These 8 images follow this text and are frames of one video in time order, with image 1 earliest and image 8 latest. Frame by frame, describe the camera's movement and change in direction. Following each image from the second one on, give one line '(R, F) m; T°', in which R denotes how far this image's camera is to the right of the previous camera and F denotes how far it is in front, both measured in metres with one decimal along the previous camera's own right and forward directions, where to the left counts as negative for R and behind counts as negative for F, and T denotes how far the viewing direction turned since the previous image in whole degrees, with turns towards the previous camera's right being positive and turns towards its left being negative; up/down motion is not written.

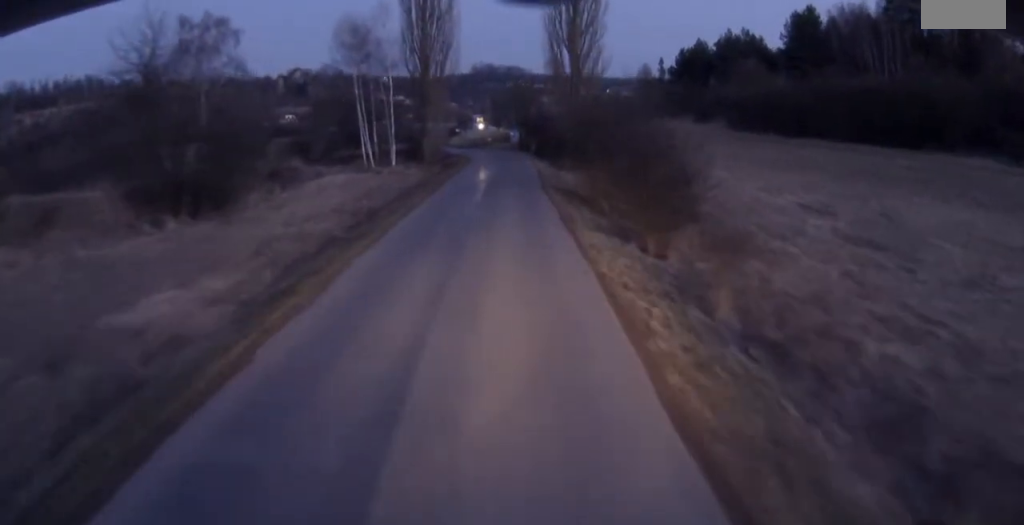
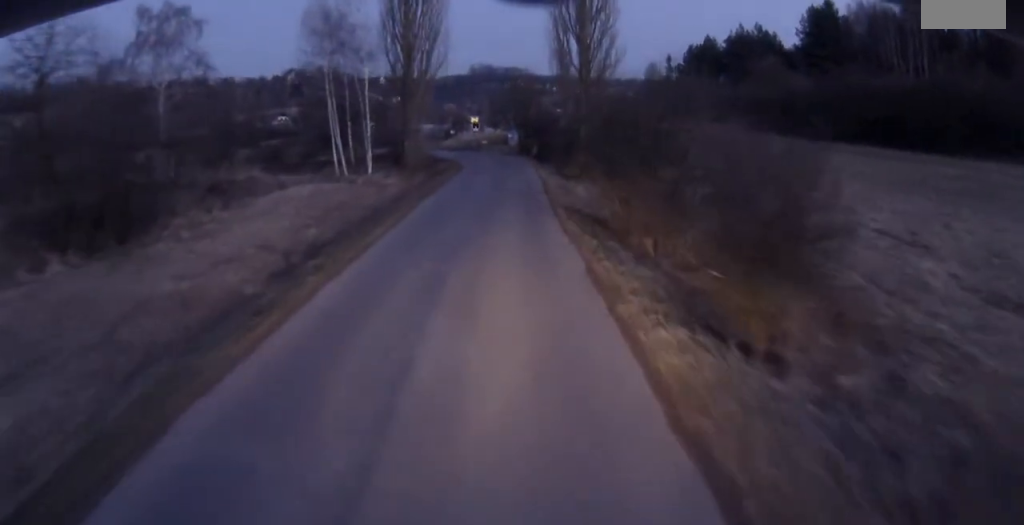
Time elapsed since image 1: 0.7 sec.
(0.0, +9.1) m; 0°
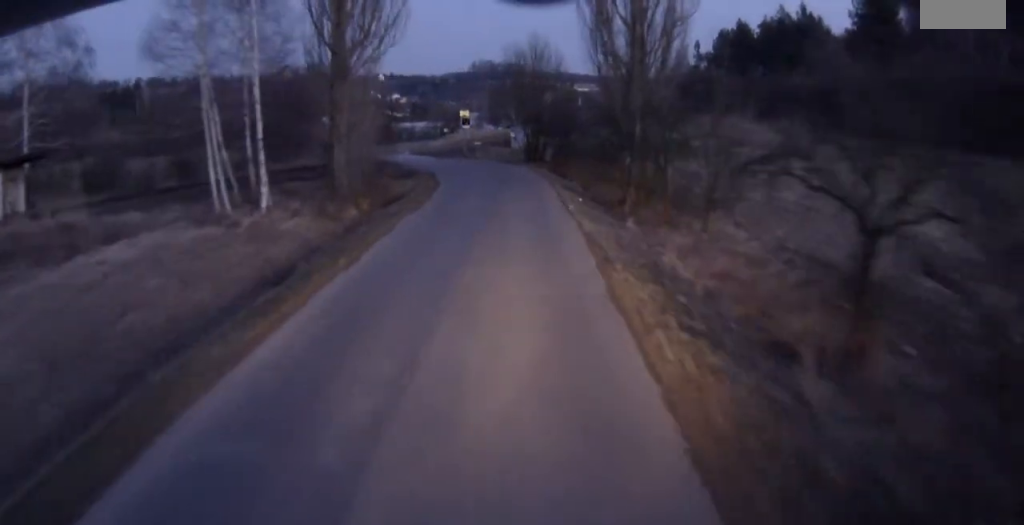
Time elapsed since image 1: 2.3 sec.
(-0.3, +21.2) m; -1°
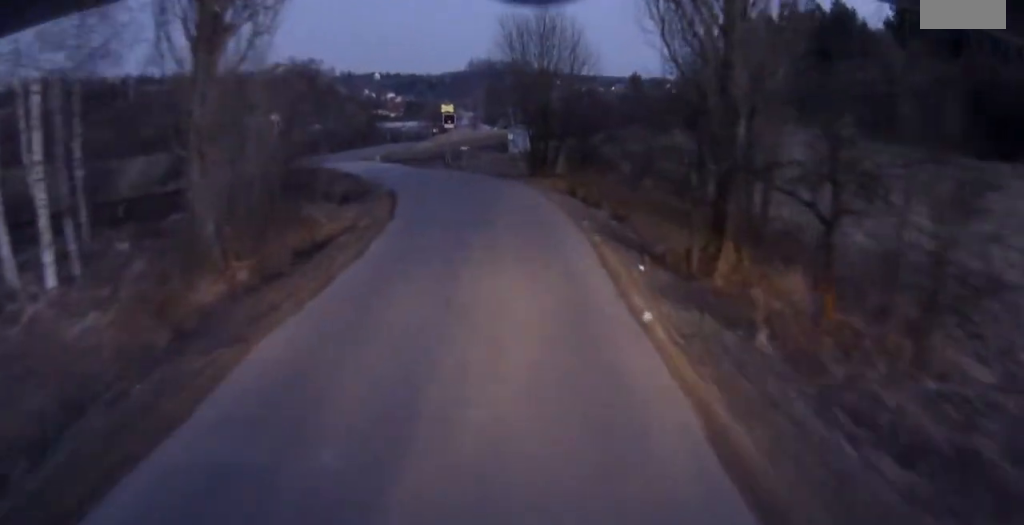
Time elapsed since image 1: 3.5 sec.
(+0.1, +13.6) m; 0°
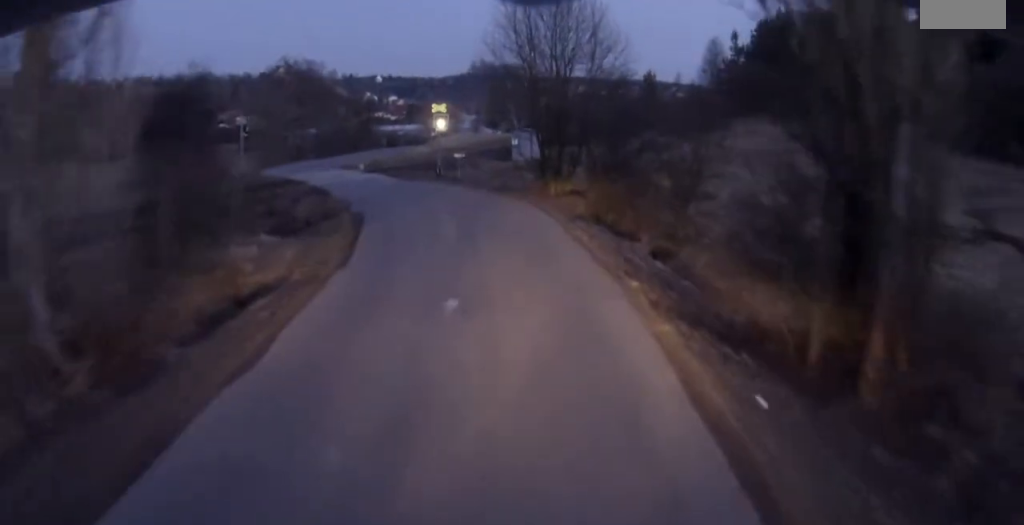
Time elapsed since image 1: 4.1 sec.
(0.0, +7.2) m; -2°
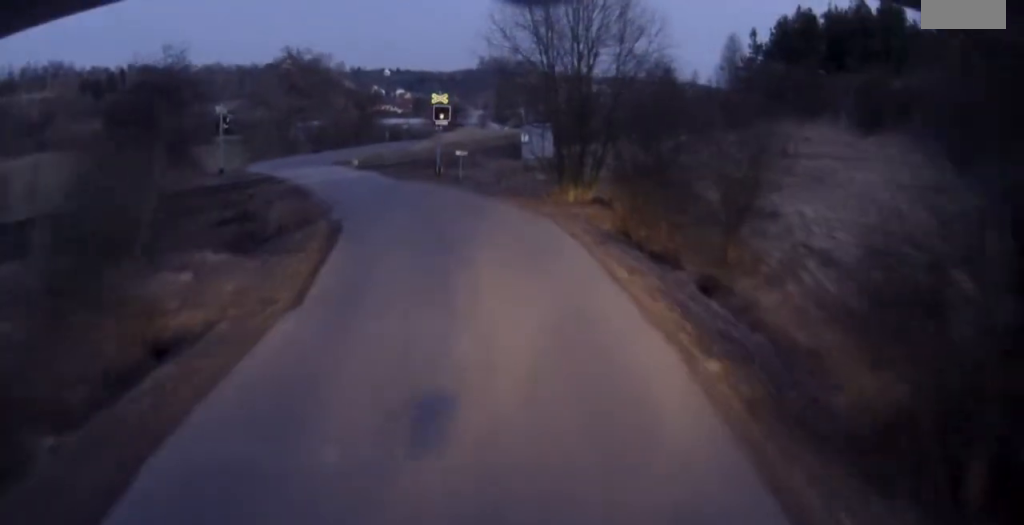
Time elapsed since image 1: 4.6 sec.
(-0.1, +4.7) m; -3°
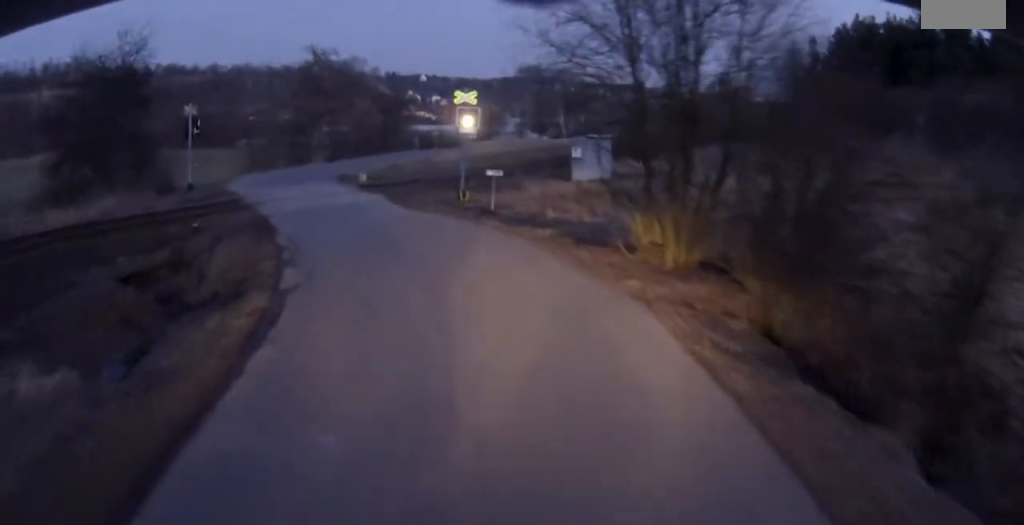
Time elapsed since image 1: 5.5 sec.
(-0.4, +8.3) m; -7°
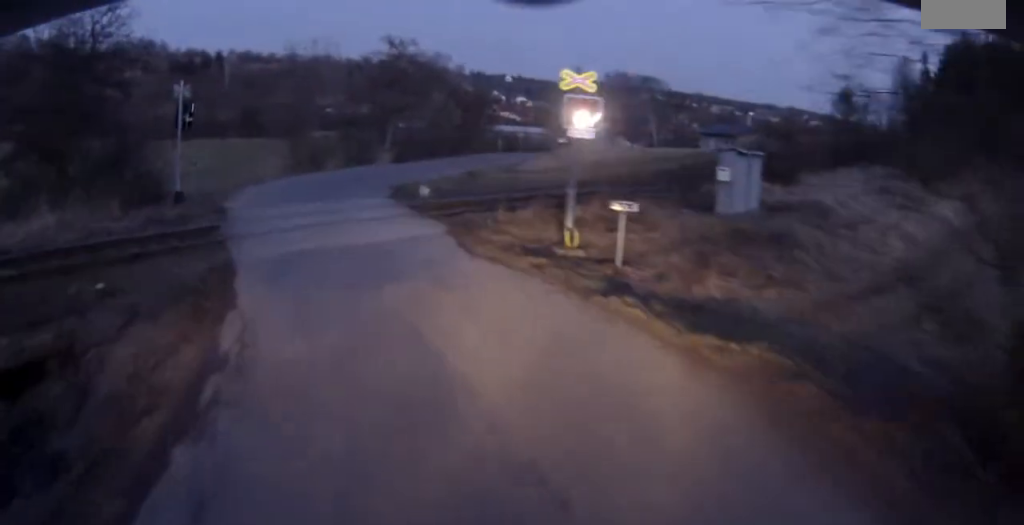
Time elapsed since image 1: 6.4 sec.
(-0.8, +8.4) m; -8°
